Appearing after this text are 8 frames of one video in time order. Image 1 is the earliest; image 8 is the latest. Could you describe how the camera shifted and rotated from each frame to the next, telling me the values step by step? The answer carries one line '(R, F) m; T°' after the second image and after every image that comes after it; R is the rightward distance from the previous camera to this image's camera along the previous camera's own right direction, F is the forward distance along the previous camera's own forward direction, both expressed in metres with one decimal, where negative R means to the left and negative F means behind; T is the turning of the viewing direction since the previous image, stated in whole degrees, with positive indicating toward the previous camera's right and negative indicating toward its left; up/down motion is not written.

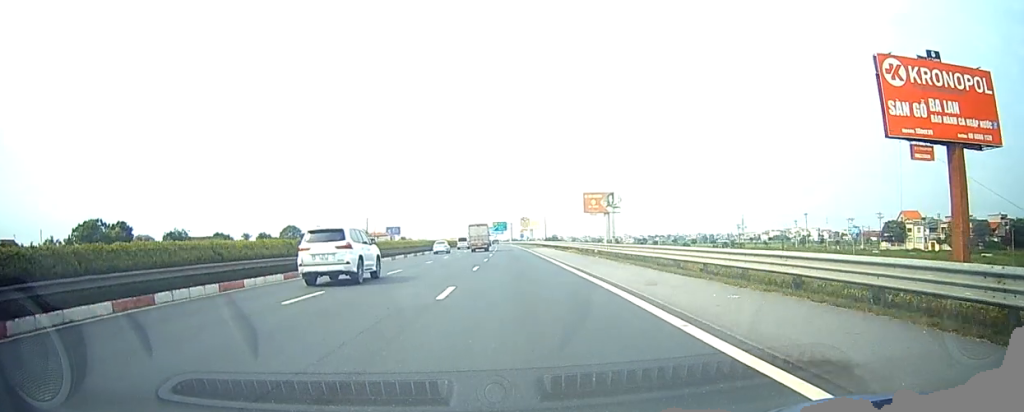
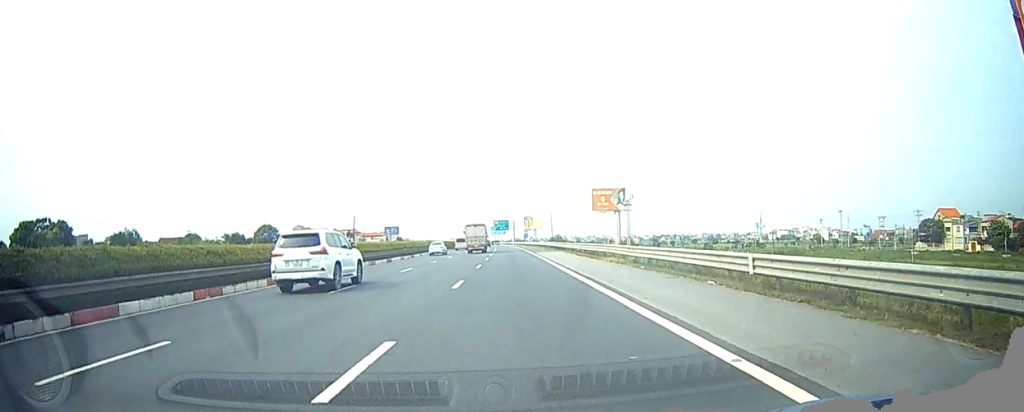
(0.0, +19.4) m; 0°
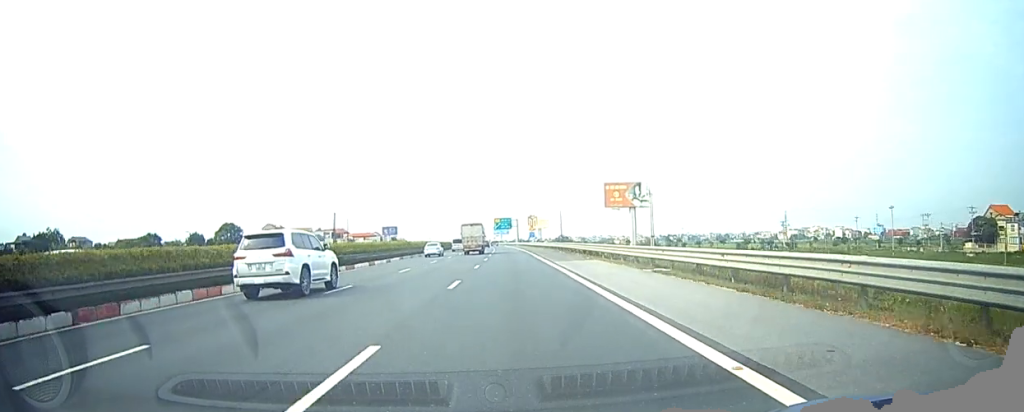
(-0.1, +24.3) m; -1°
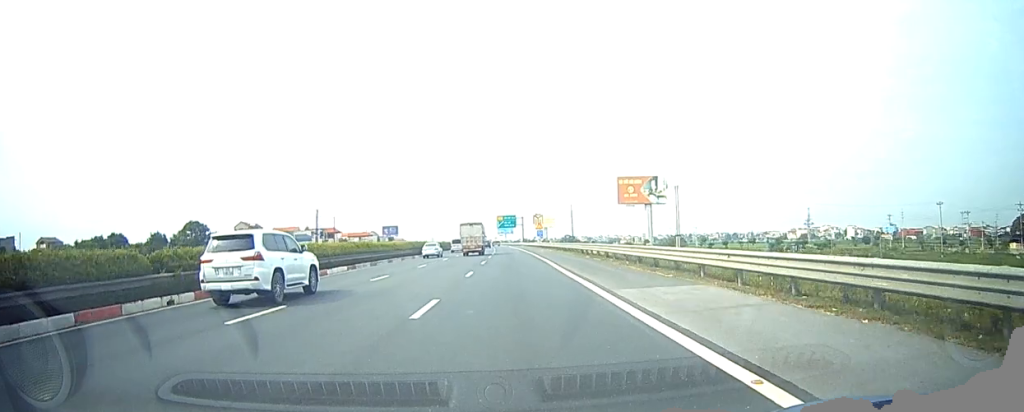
(-0.1, +17.6) m; -2°
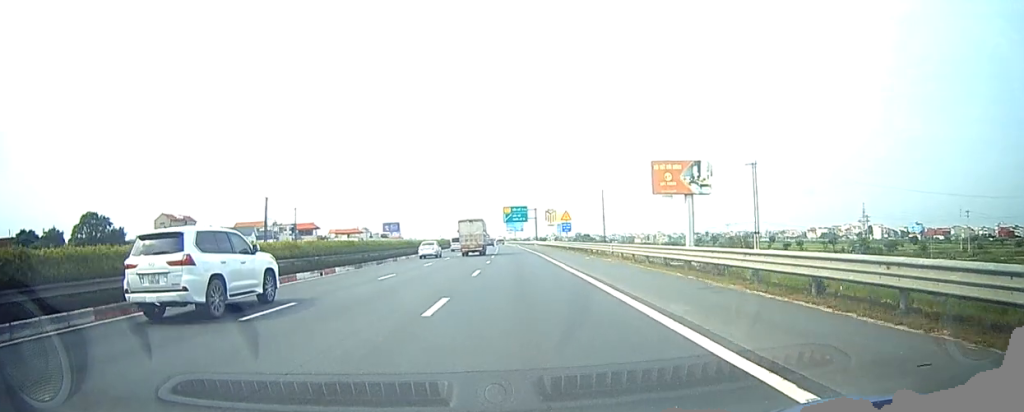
(-0.7, +36.8) m; -1°
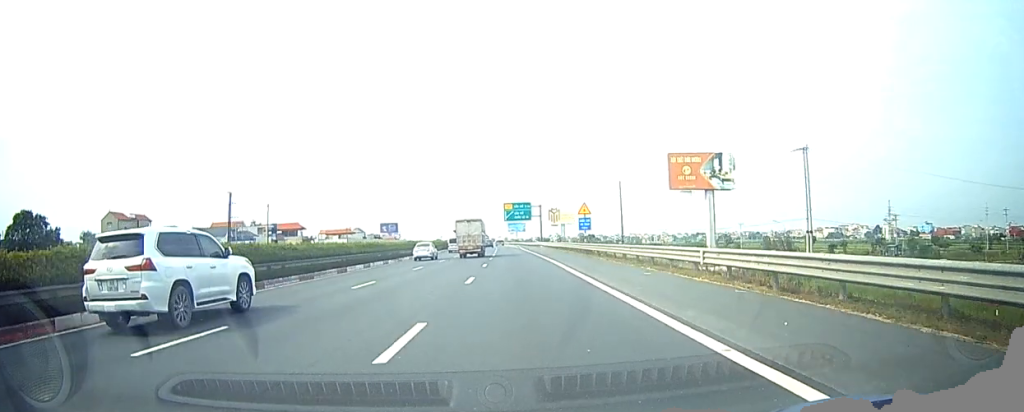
(+0.1, +15.1) m; 0°
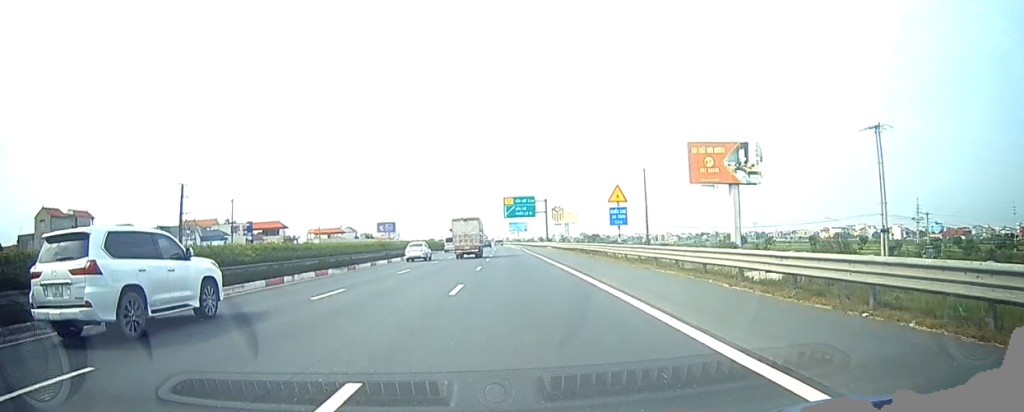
(+0.1, +16.1) m; 0°
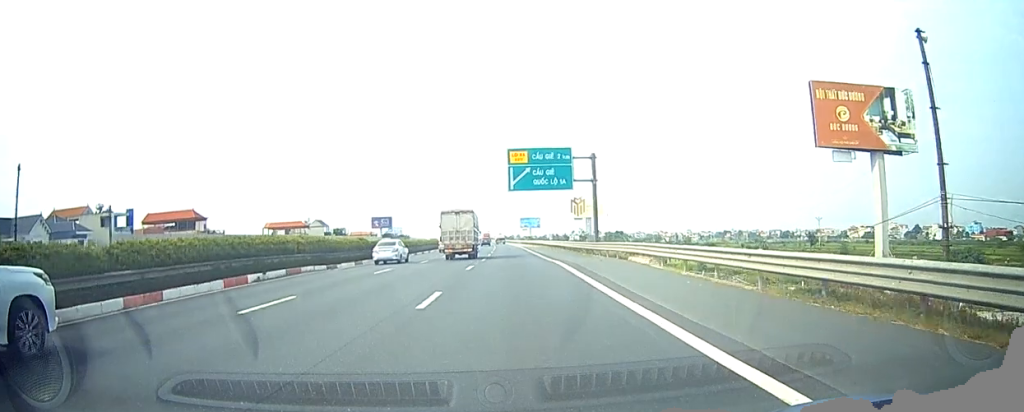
(-0.8, +54.6) m; 0°
